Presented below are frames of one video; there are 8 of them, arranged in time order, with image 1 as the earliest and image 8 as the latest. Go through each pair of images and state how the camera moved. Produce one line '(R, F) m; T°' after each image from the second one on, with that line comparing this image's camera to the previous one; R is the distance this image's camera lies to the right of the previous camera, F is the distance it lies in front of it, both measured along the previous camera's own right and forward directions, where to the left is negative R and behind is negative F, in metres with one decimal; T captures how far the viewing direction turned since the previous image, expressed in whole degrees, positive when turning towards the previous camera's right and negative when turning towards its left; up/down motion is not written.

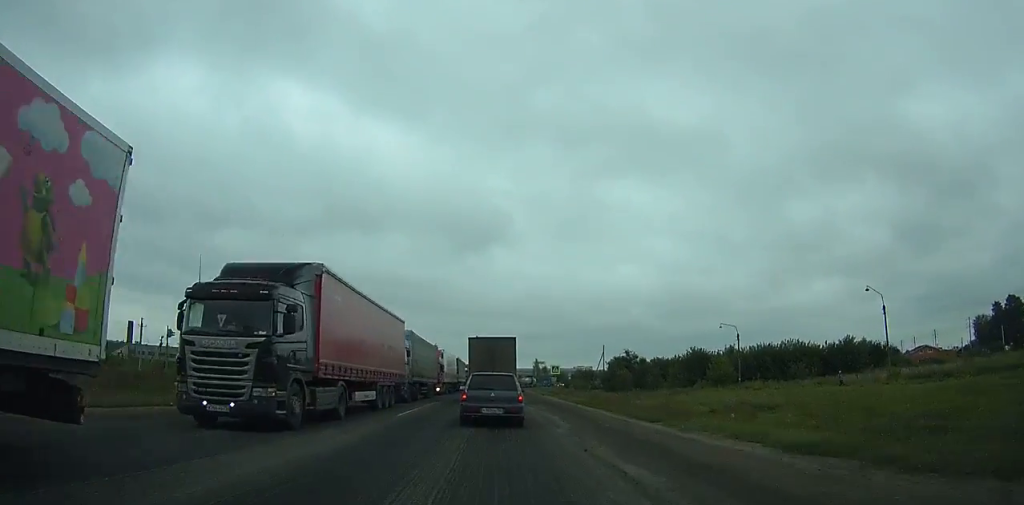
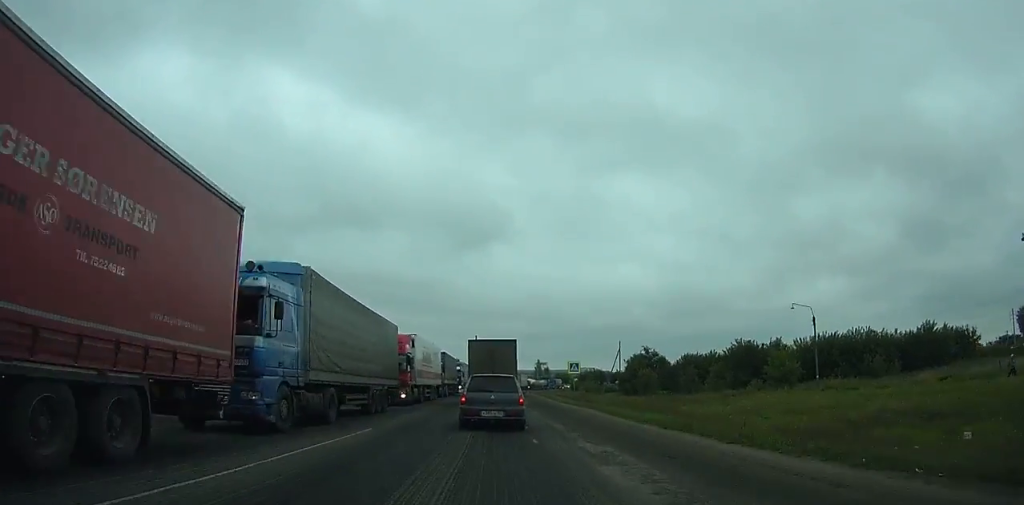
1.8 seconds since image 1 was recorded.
(-0.1, +17.5) m; 0°
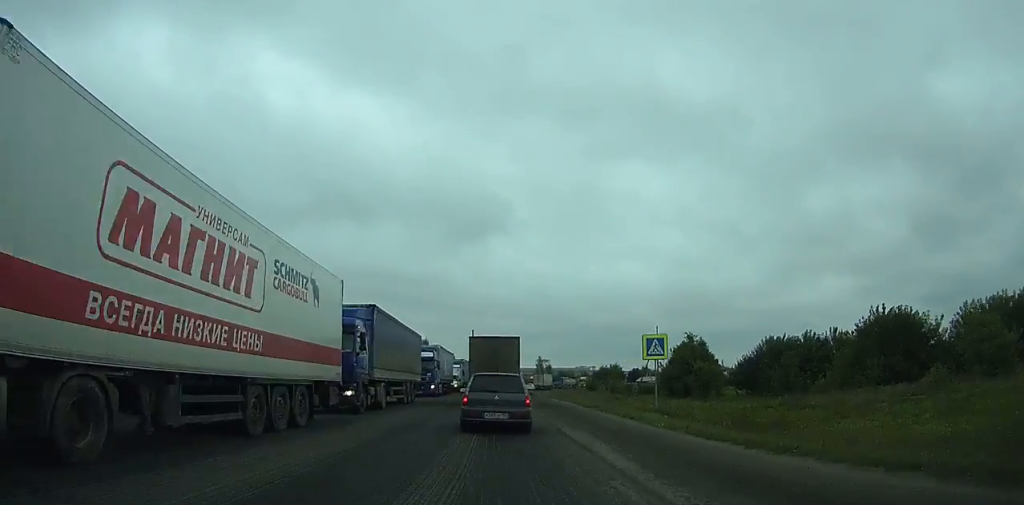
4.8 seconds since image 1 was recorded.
(-0.1, +30.4) m; 0°
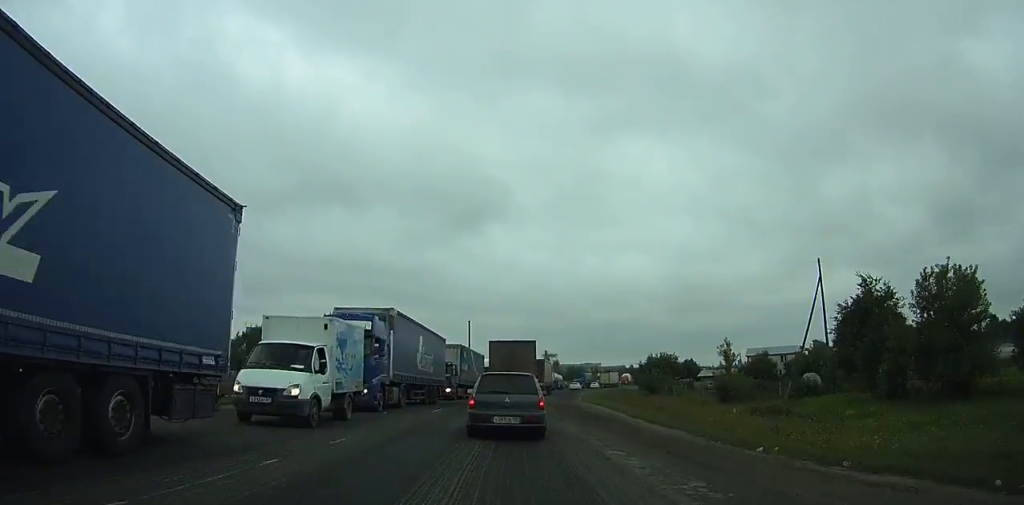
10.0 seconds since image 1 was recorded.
(+0.5, +52.9) m; +2°
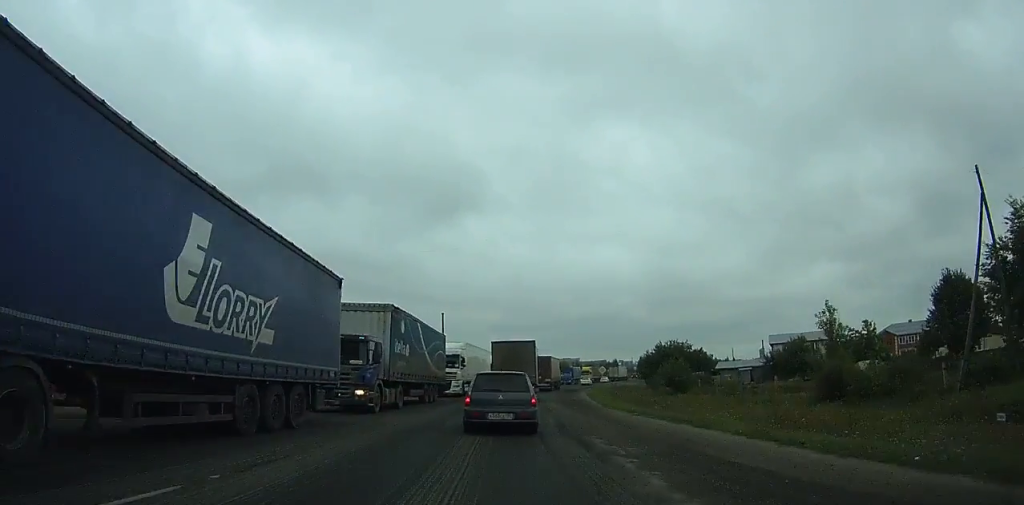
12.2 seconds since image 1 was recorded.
(+0.1, +22.0) m; +2°
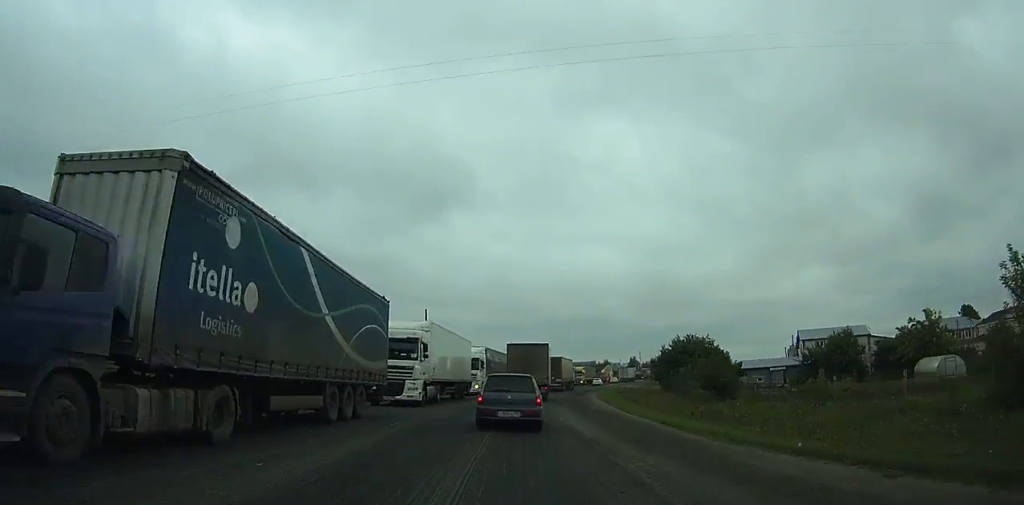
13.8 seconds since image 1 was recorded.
(+0.3, +16.0) m; +2°
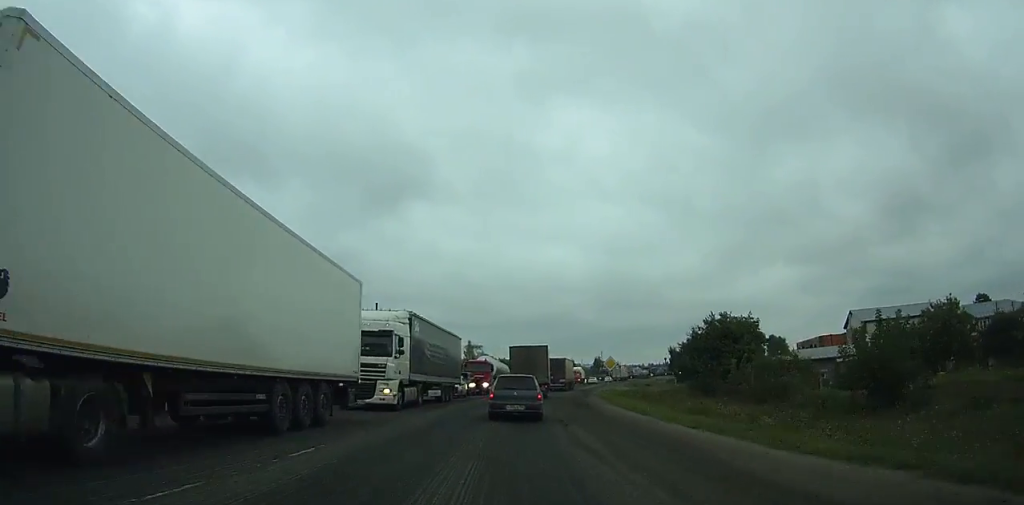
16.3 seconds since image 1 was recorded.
(+0.8, +25.4) m; +4°
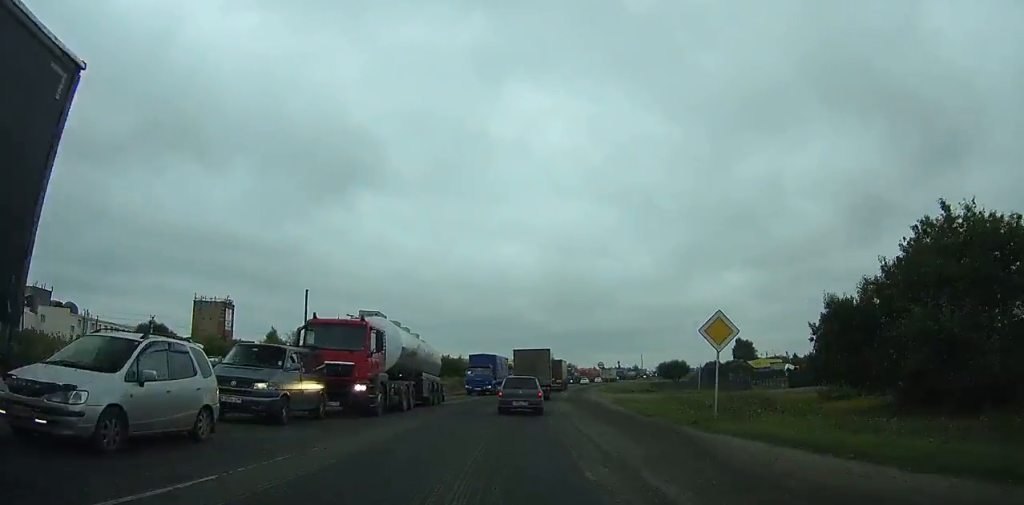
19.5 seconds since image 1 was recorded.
(+1.4, +33.7) m; +5°
